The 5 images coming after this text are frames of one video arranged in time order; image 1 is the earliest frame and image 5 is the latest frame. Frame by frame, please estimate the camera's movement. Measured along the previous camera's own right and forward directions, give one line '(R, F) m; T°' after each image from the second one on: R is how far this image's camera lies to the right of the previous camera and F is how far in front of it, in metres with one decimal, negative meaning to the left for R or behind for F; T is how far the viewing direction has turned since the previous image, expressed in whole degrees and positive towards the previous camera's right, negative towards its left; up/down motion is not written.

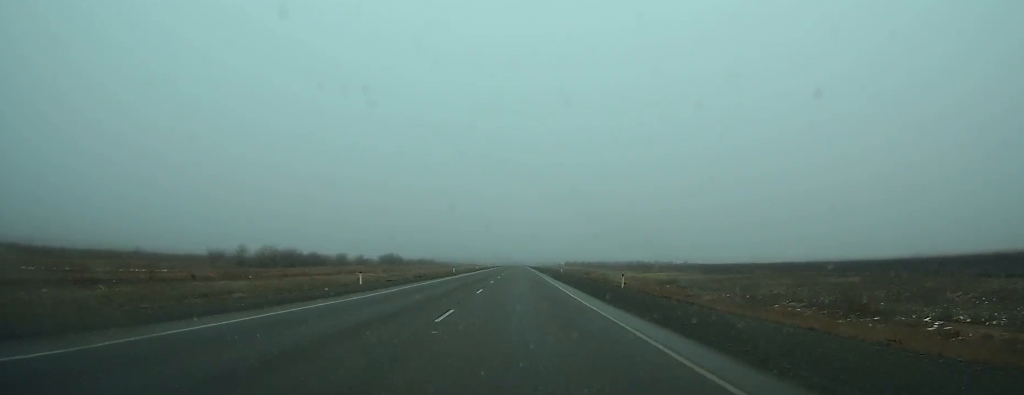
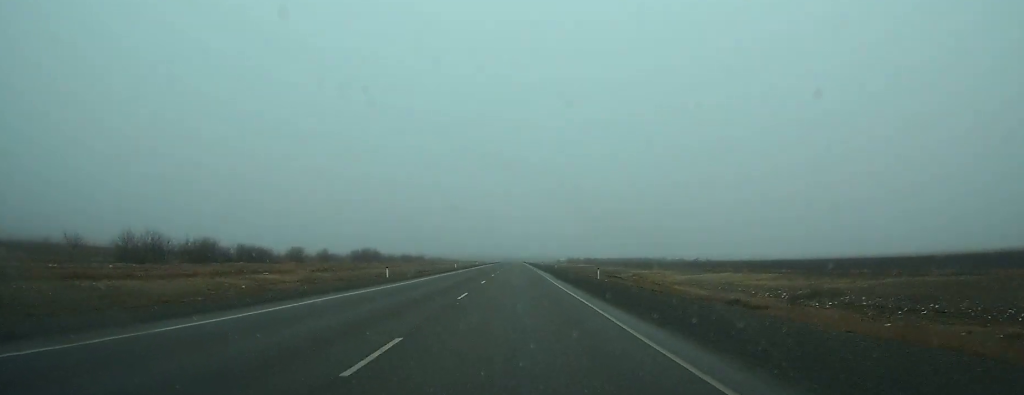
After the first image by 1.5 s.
(+0.1, +47.3) m; 0°
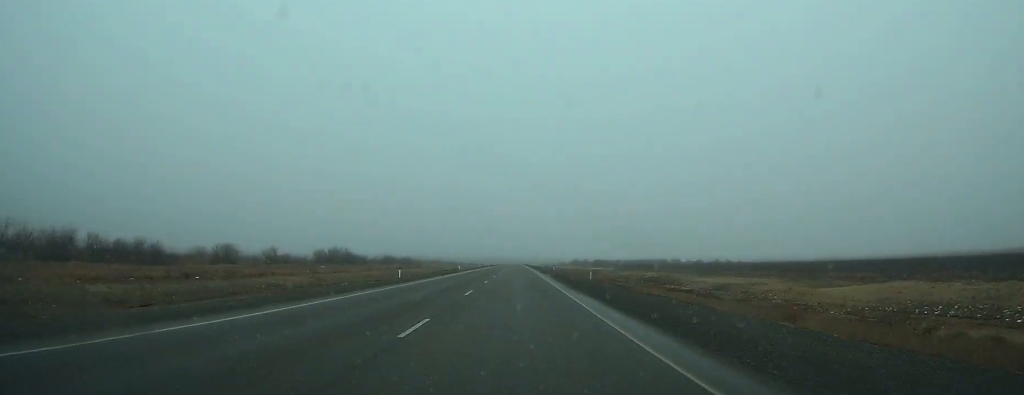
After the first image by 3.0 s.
(+0.1, +48.1) m; 0°
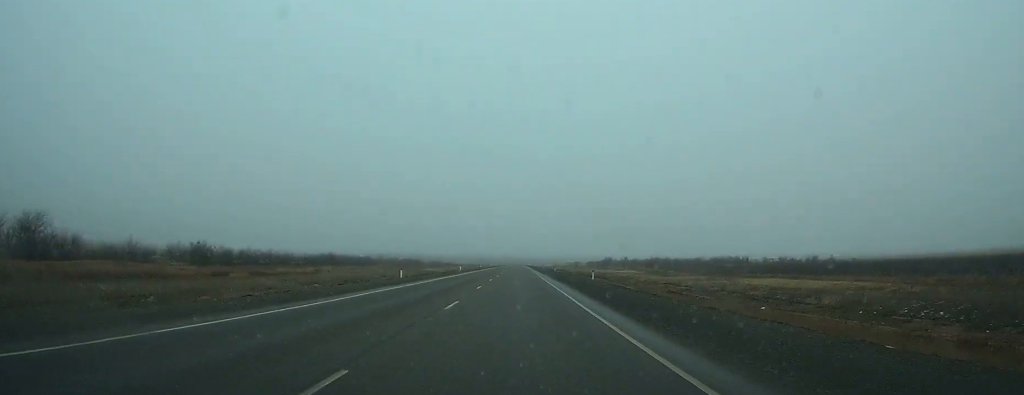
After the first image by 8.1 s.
(-0.5, +144.2) m; 0°
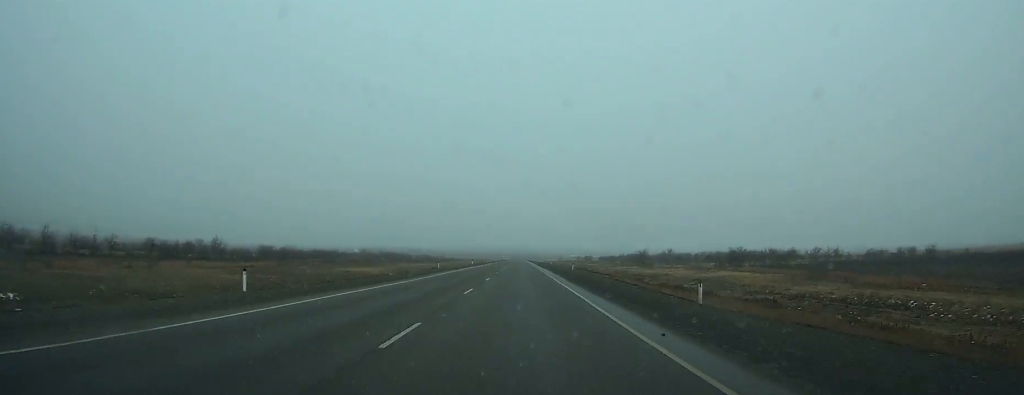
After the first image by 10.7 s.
(0.0, +78.9) m; 0°
